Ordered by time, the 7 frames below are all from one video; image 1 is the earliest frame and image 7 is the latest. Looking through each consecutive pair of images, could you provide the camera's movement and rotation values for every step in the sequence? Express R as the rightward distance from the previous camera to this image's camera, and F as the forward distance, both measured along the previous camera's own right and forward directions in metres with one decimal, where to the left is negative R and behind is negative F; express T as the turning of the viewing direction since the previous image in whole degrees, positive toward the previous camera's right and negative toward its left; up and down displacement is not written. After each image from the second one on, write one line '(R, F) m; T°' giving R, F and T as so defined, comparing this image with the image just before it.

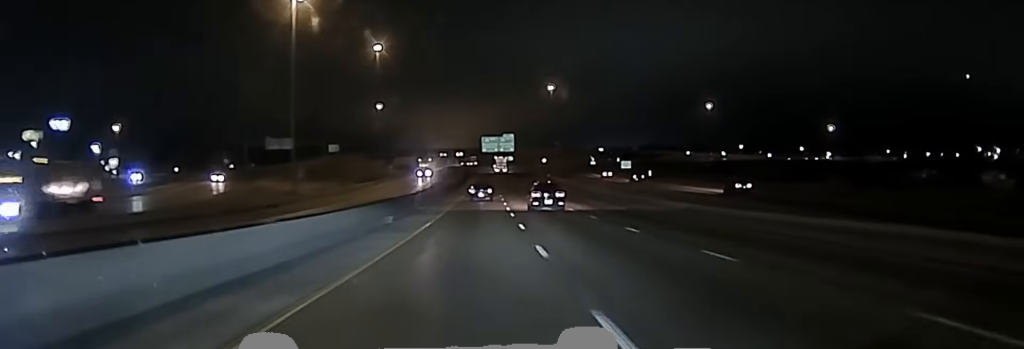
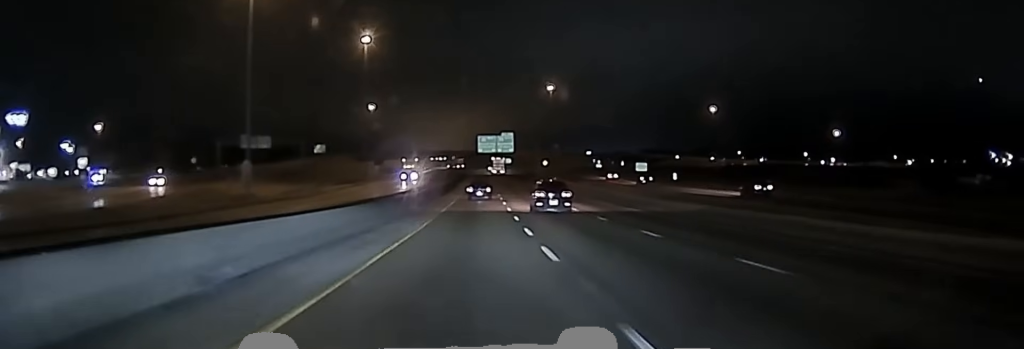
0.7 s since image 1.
(+0.1, +27.3) m; 0°
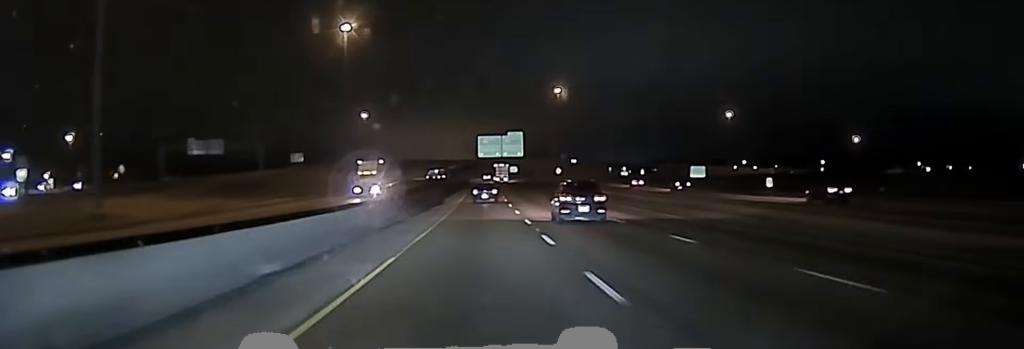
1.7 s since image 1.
(+0.3, +45.2) m; 0°
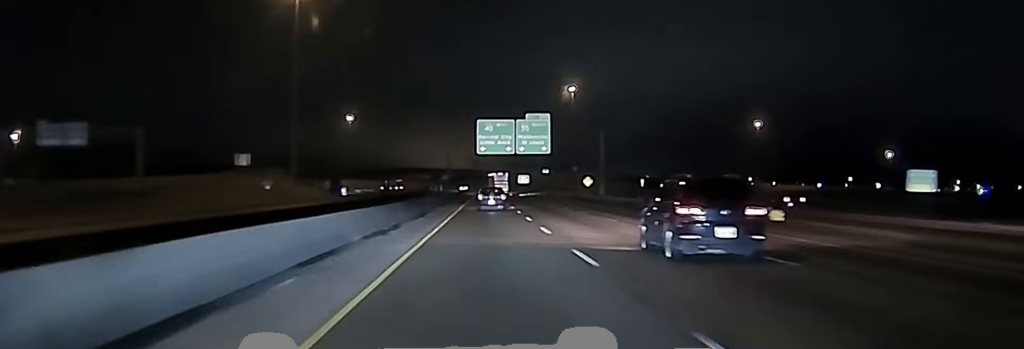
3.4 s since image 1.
(-0.4, +73.2) m; 0°
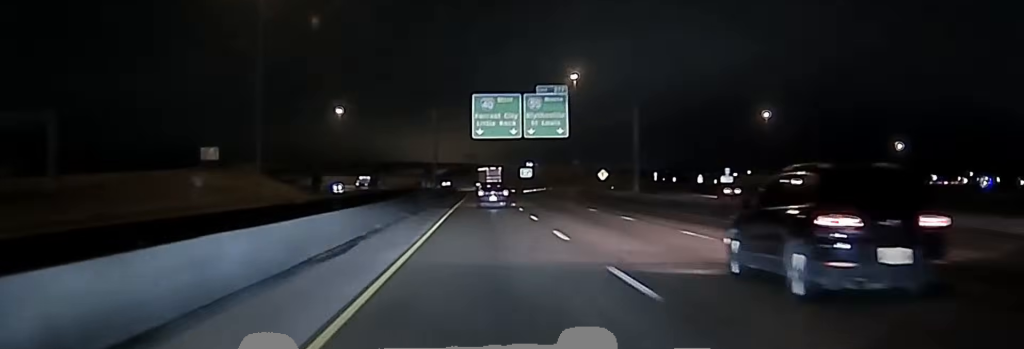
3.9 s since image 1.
(+0.1, +23.5) m; 0°
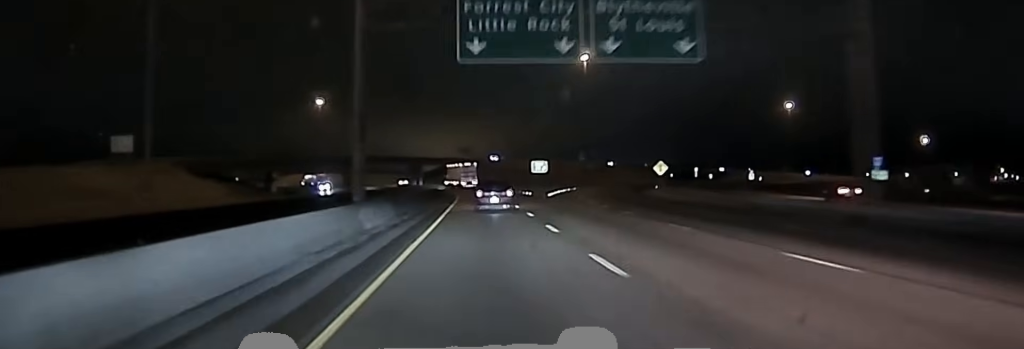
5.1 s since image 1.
(0.0, +53.7) m; 0°
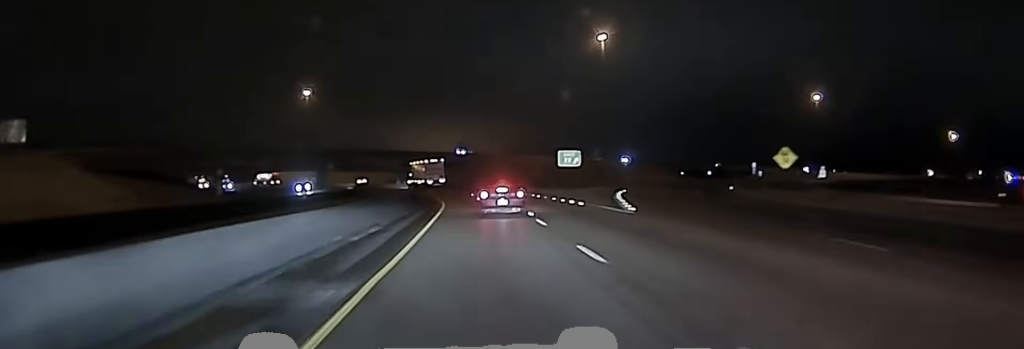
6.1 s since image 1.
(0.0, +42.1) m; -1°
